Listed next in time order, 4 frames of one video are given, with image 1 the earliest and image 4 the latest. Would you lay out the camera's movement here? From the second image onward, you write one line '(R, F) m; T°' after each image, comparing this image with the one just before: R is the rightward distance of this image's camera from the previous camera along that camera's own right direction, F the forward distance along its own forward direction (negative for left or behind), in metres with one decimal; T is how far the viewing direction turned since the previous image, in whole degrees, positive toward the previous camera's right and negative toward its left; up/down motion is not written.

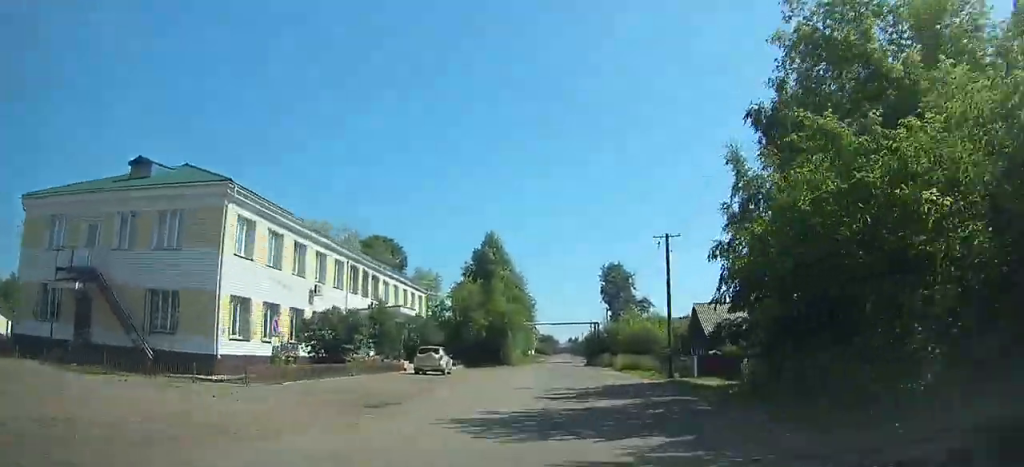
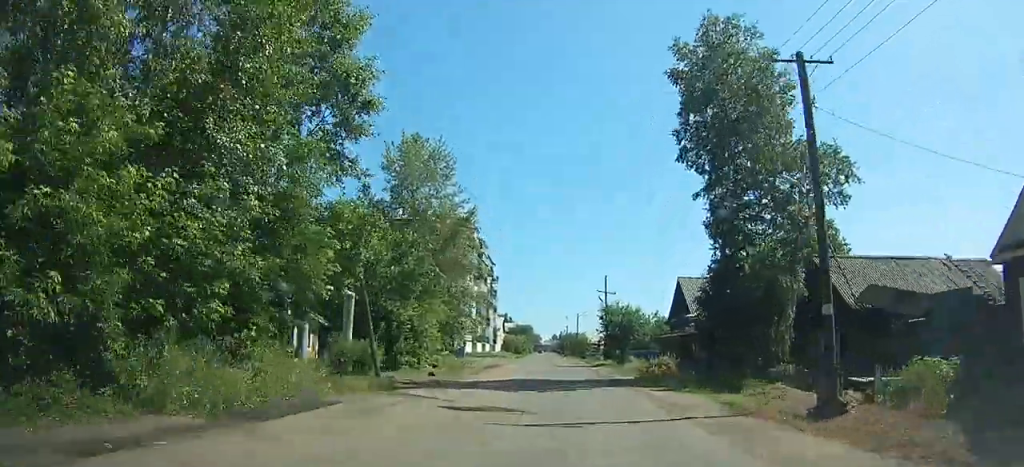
(-8.5, +56.3) m; +12°
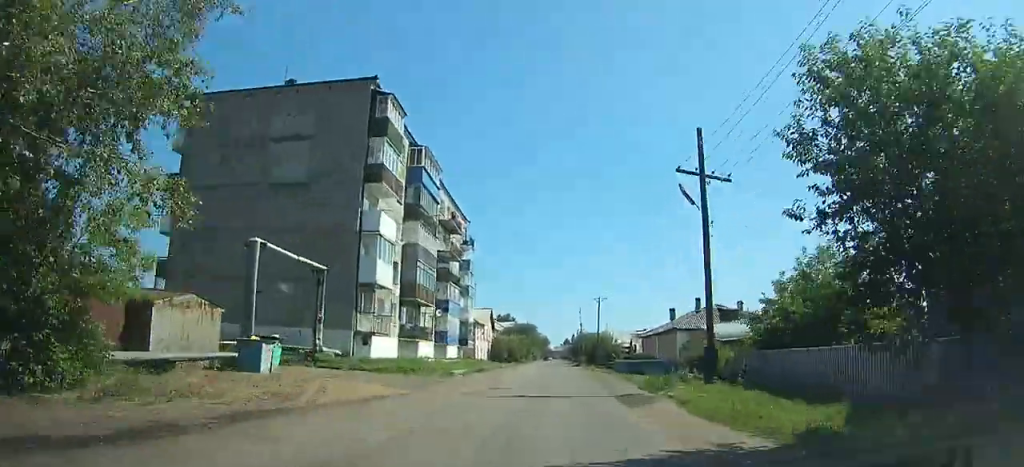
(+7.2, +45.6) m; +10°
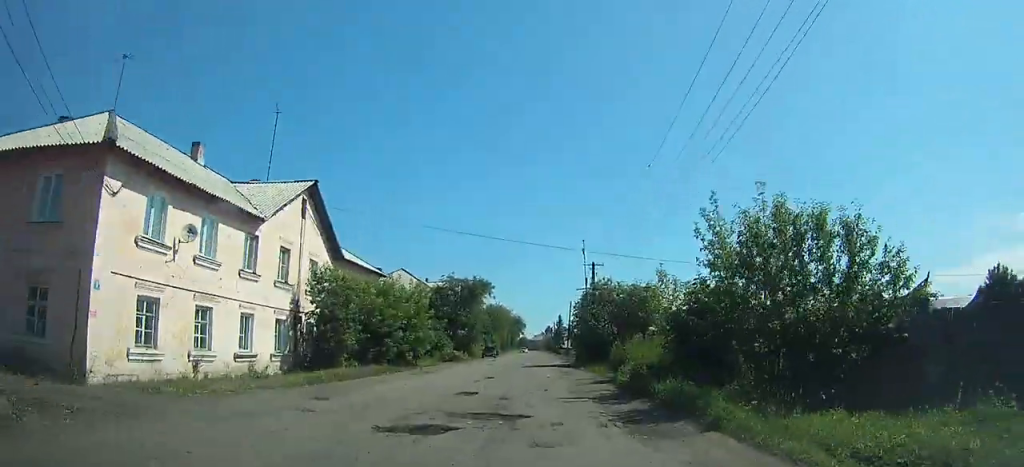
(-8.3, +74.5) m; -24°
